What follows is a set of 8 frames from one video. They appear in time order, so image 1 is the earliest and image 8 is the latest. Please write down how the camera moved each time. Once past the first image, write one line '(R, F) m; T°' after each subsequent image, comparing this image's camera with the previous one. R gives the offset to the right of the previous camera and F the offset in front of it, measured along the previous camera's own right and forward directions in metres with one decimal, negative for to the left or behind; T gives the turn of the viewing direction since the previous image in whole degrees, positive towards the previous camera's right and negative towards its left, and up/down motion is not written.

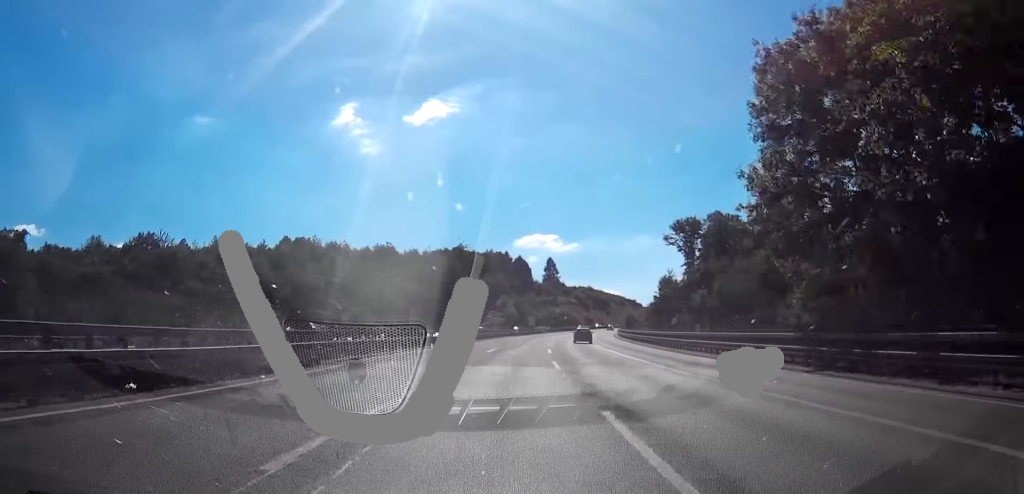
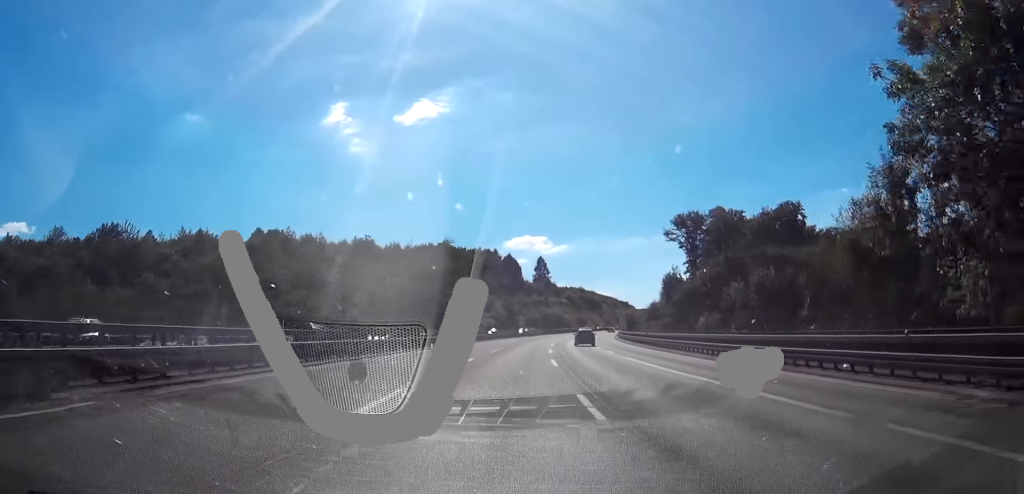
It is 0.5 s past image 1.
(+0.7, +14.9) m; +2°
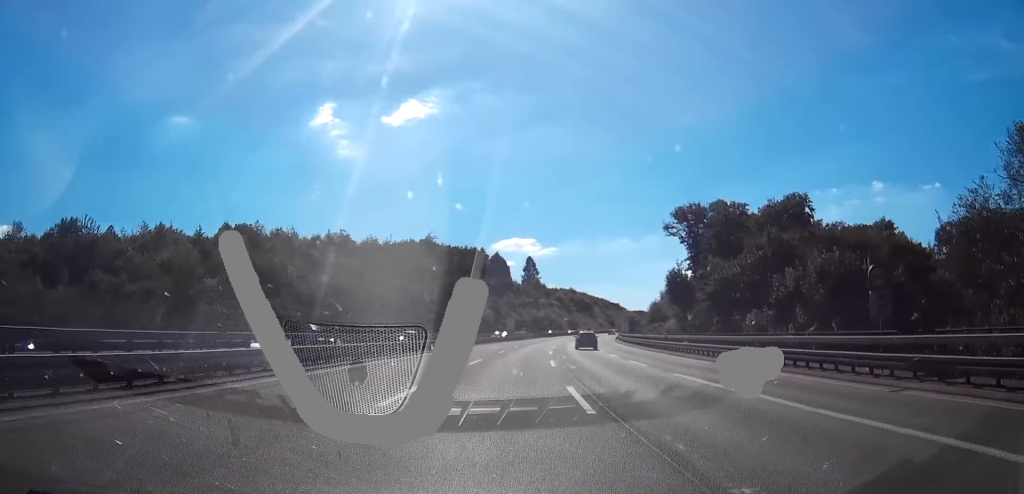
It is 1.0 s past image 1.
(+0.4, +14.9) m; +2°
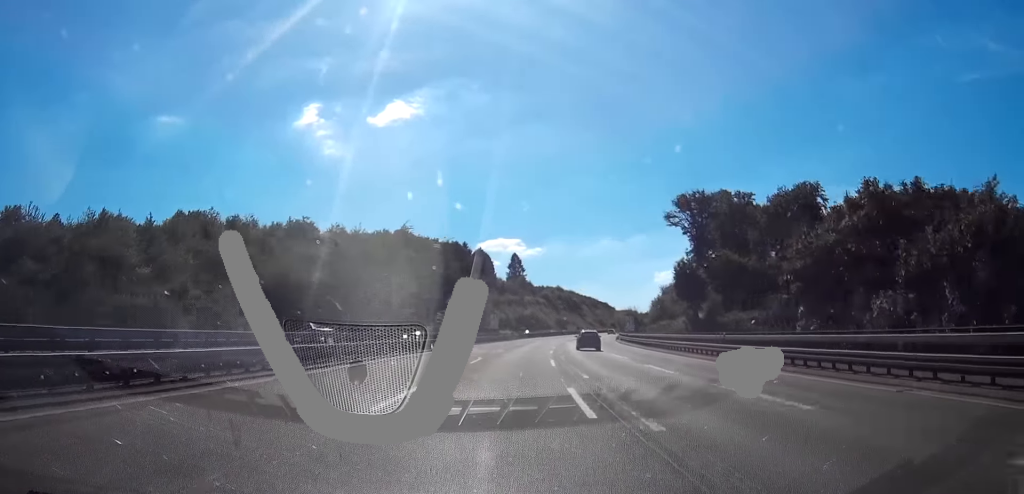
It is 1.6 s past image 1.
(+0.1, +18.6) m; +1°
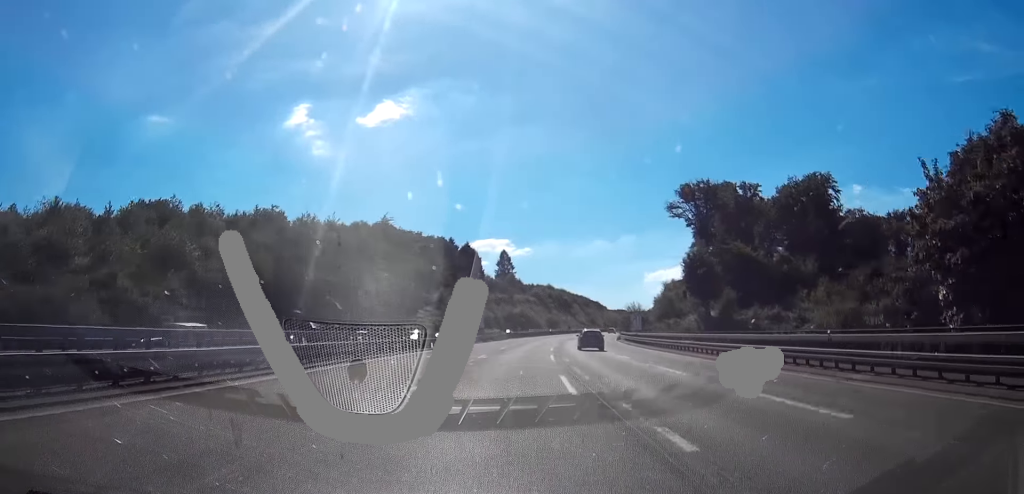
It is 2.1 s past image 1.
(-0.1, +13.6) m; +1°
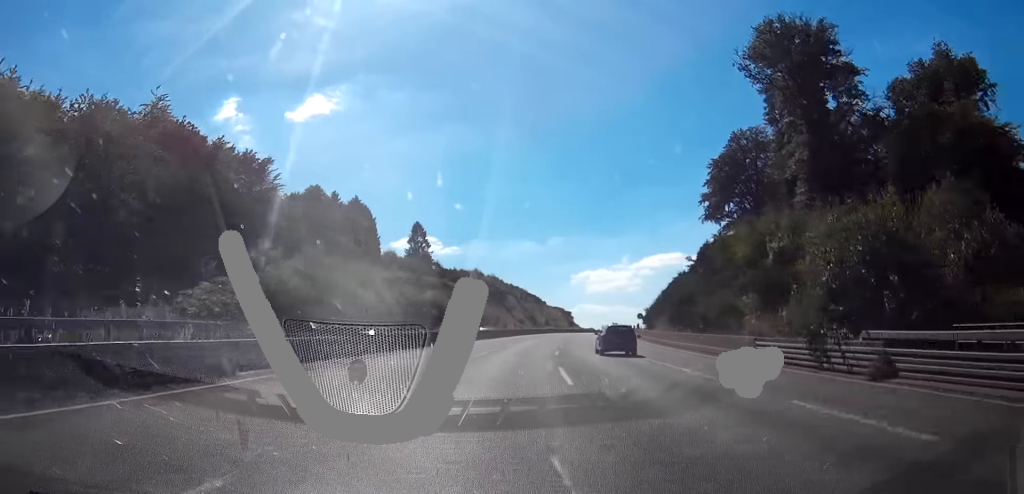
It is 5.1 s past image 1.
(+3.9, +86.0) m; +6°
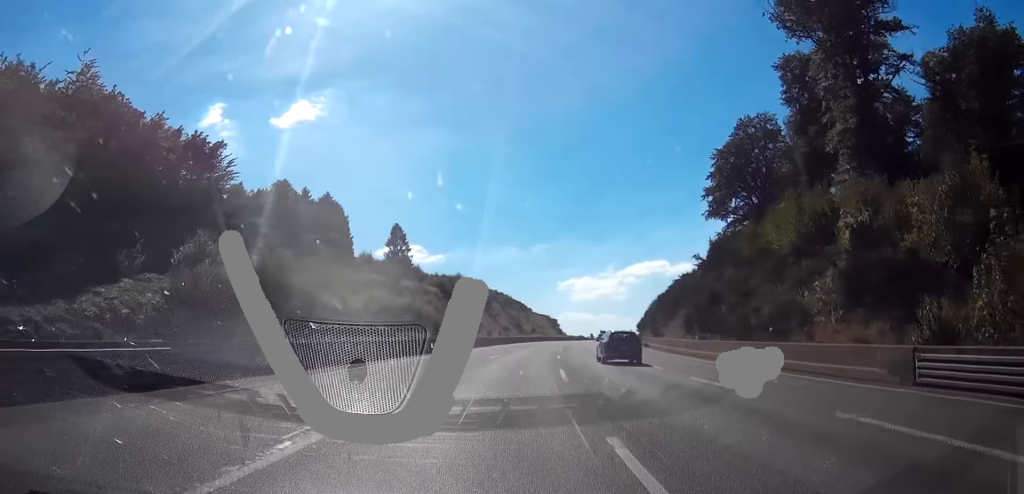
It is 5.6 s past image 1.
(+0.2, +14.0) m; +1°
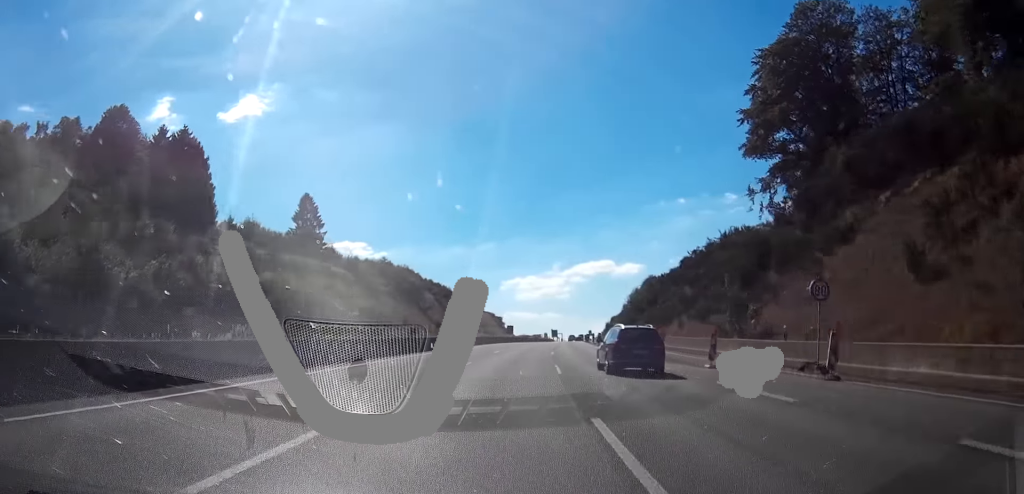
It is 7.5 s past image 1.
(+1.6, +51.8) m; +3°
